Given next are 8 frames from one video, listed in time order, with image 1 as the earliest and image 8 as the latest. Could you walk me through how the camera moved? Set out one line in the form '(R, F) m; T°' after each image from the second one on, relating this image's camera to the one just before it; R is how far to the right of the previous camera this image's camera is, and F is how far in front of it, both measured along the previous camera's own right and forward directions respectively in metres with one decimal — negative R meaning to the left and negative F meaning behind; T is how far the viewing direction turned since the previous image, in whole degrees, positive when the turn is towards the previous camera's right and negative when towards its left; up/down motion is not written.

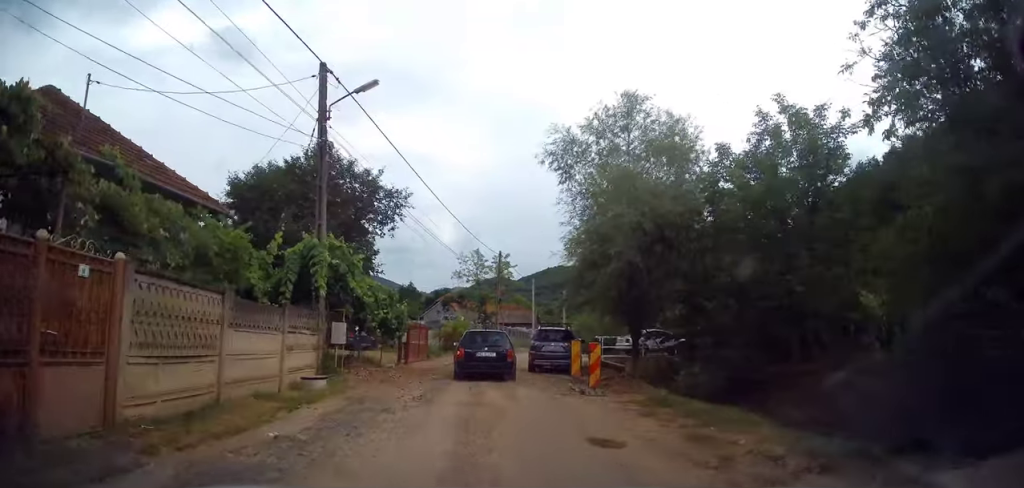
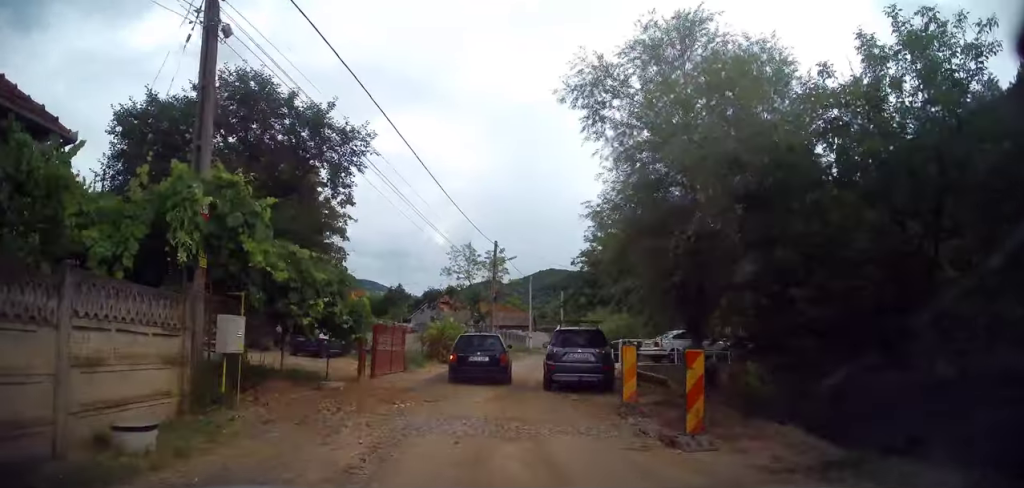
(-0.1, +5.4) m; 0°
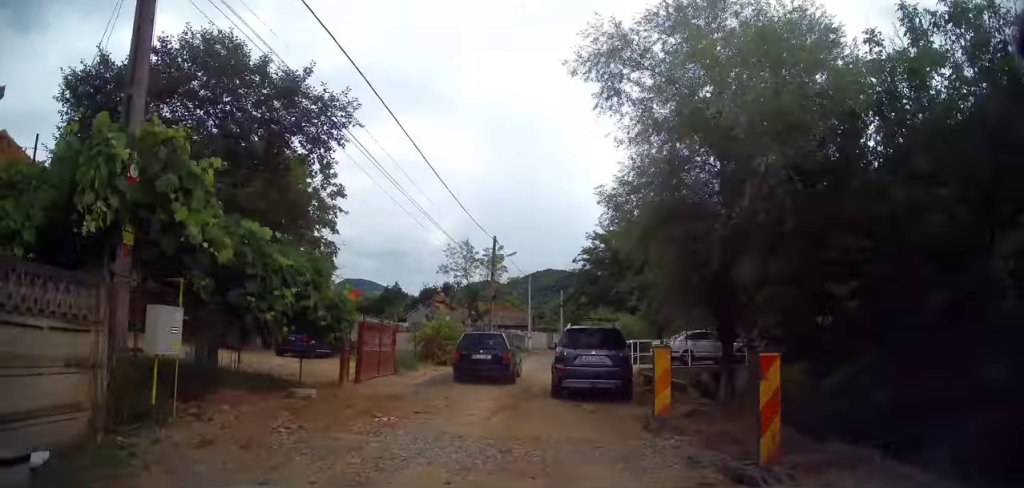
(0.0, +1.6) m; 0°
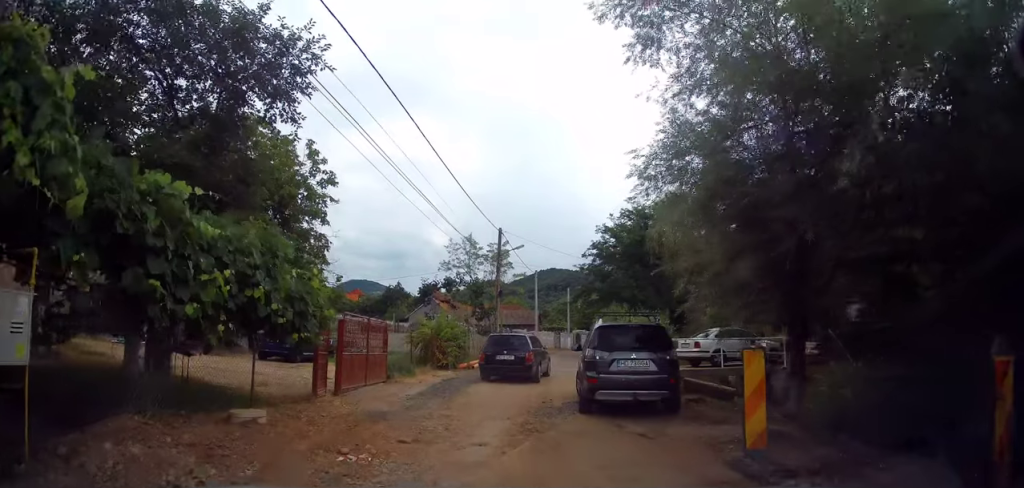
(0.0, +2.5) m; -2°
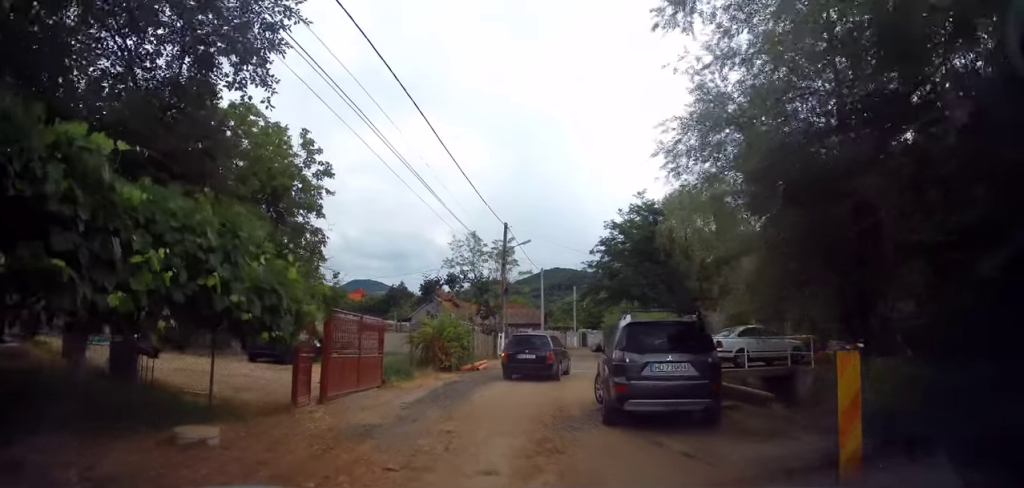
(0.0, +1.6) m; -1°
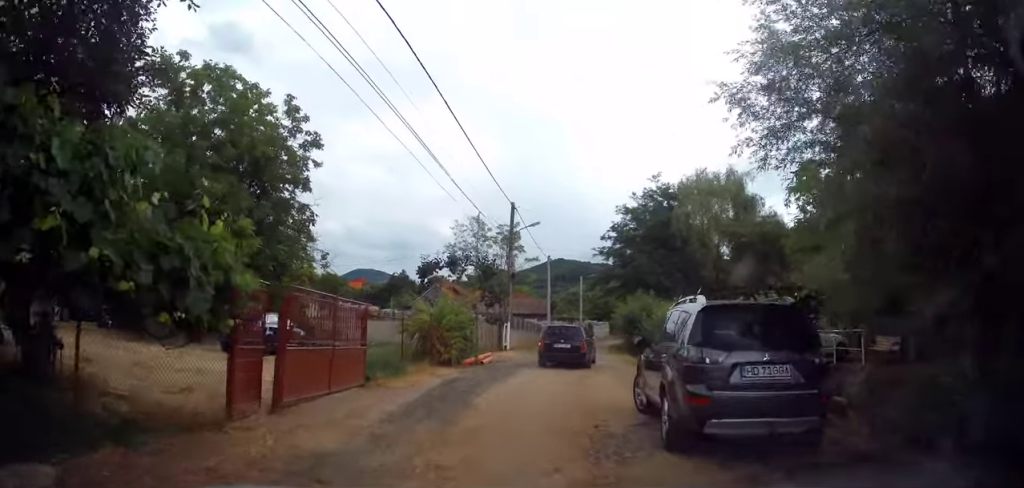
(-0.1, +2.7) m; 0°
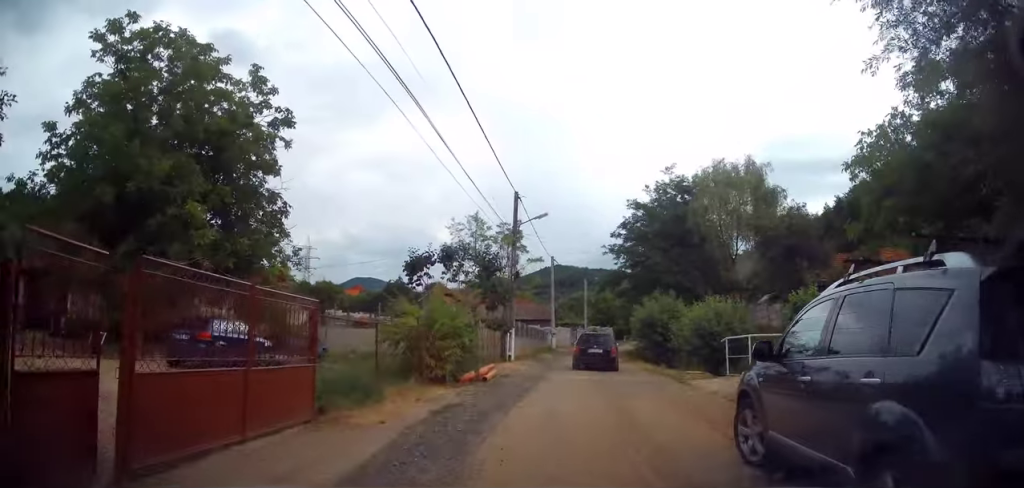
(+0.1, +4.0) m; +6°
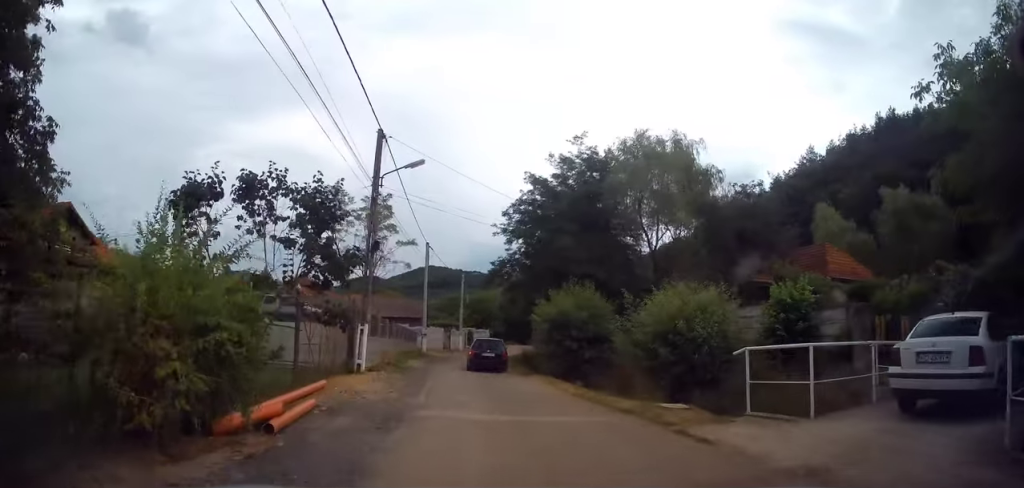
(+1.1, +7.9) m; +11°
